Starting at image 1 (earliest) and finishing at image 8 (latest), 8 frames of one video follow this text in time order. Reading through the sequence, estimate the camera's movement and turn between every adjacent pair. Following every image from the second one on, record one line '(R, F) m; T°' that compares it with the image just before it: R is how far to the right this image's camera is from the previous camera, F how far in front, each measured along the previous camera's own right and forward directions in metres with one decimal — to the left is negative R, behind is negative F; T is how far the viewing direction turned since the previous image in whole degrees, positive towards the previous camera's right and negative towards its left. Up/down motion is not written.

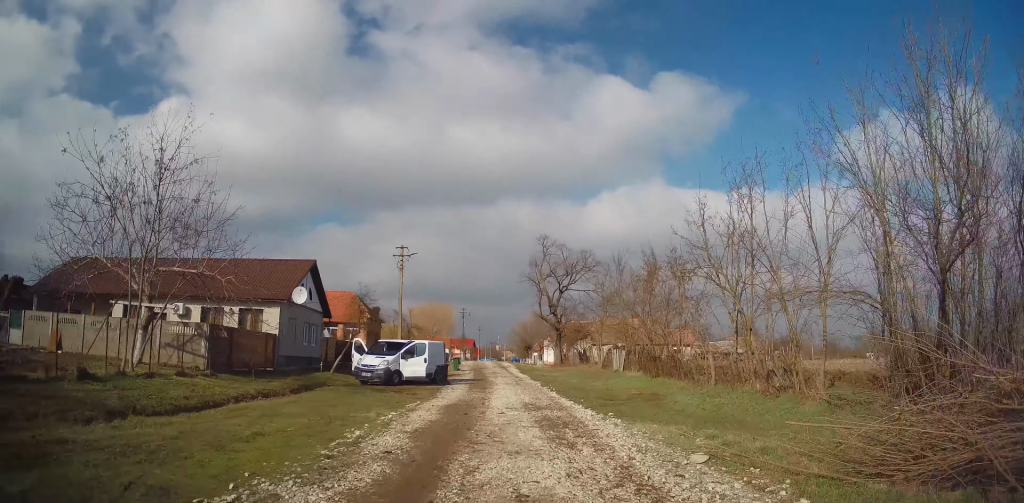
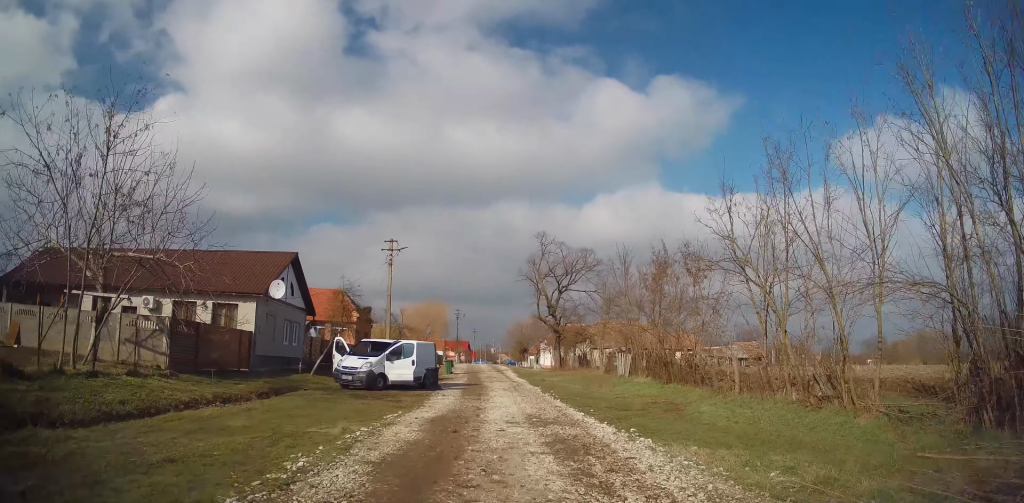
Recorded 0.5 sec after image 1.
(0.0, +2.2) m; +3°
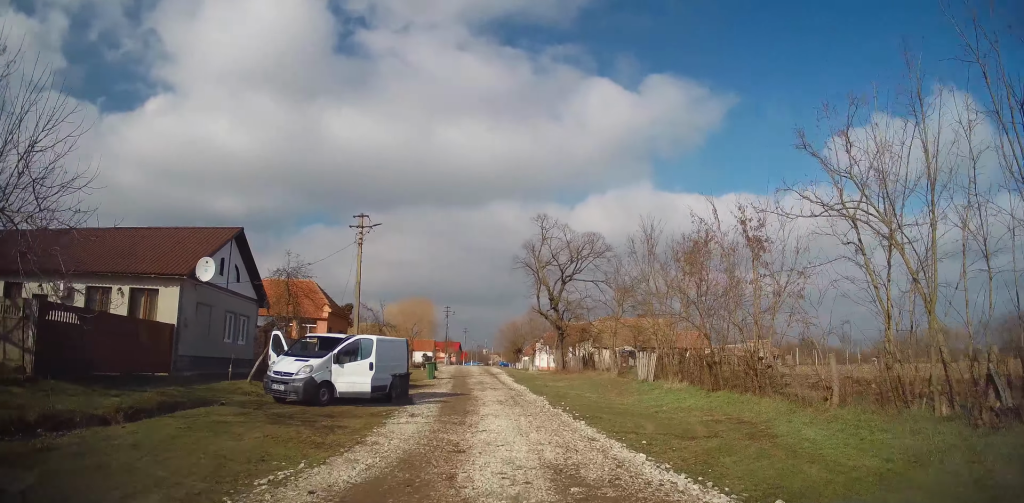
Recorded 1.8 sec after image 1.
(+0.4, +5.5) m; +3°
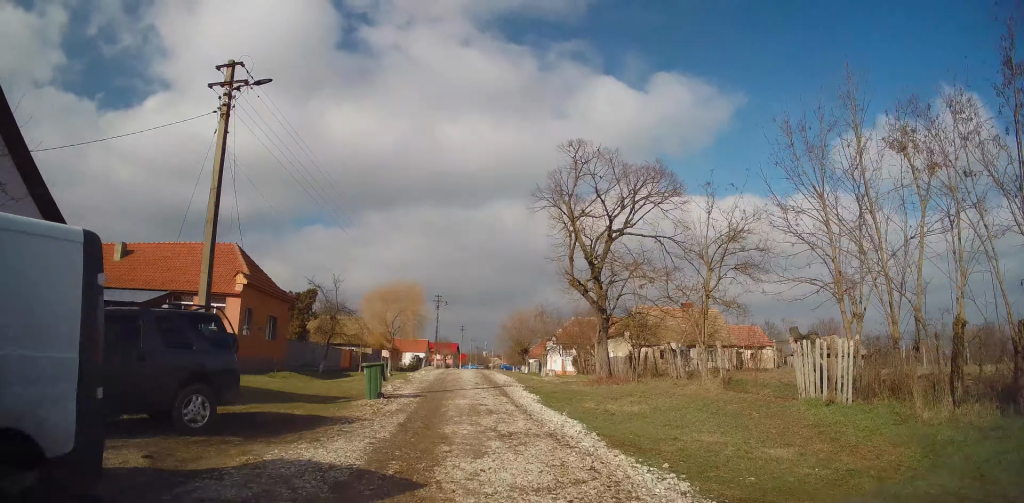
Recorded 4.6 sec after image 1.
(-0.2, +13.5) m; -2°
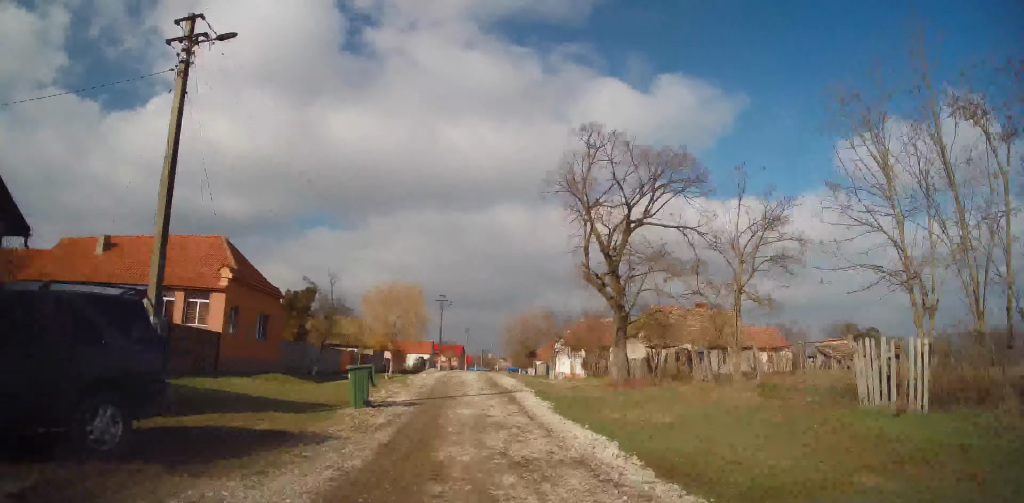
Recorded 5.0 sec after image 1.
(0.0, +2.1) m; -1°
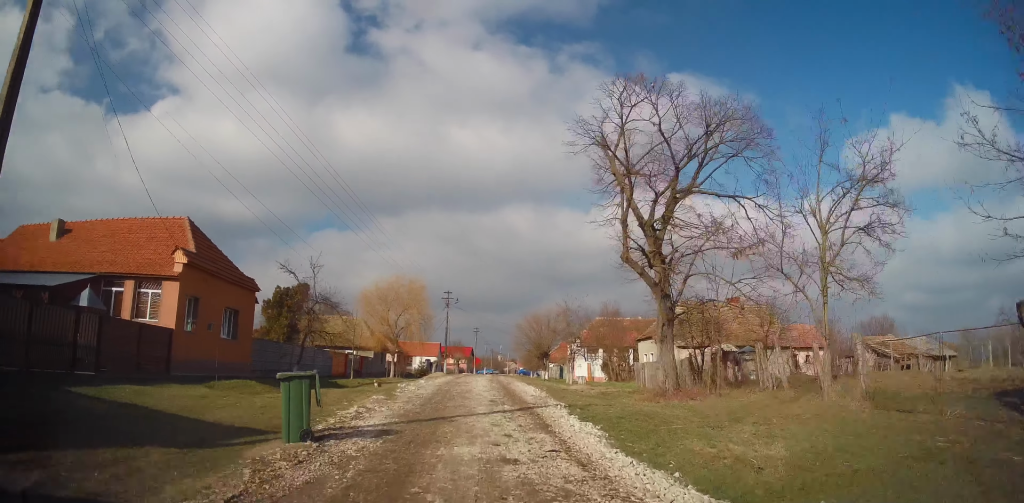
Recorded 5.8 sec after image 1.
(0.0, +4.4) m; 0°
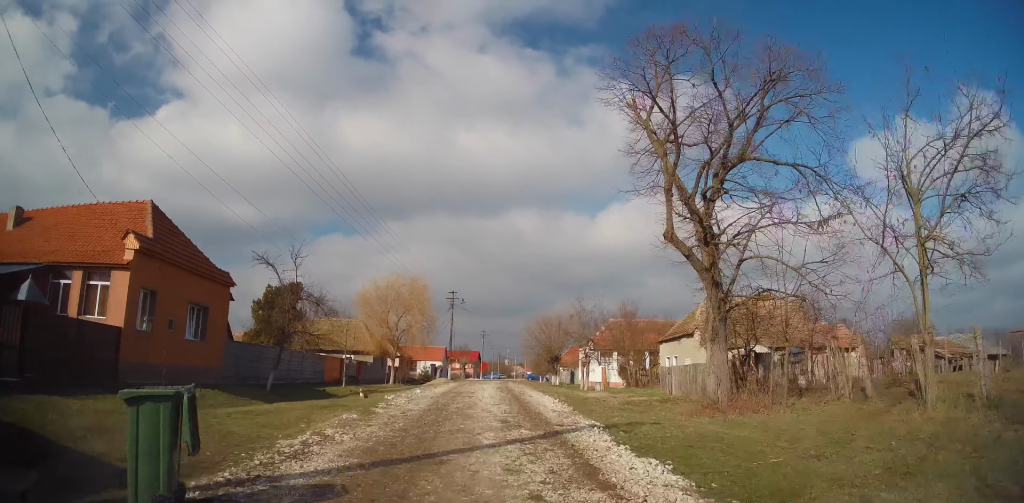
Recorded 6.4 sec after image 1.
(0.0, +3.4) m; 0°
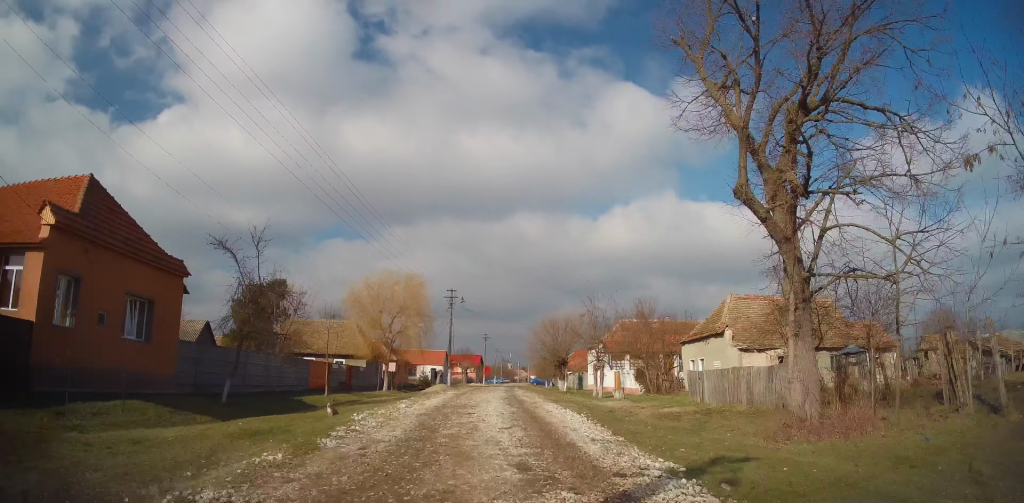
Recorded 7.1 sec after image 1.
(0.0, +3.8) m; 0°
